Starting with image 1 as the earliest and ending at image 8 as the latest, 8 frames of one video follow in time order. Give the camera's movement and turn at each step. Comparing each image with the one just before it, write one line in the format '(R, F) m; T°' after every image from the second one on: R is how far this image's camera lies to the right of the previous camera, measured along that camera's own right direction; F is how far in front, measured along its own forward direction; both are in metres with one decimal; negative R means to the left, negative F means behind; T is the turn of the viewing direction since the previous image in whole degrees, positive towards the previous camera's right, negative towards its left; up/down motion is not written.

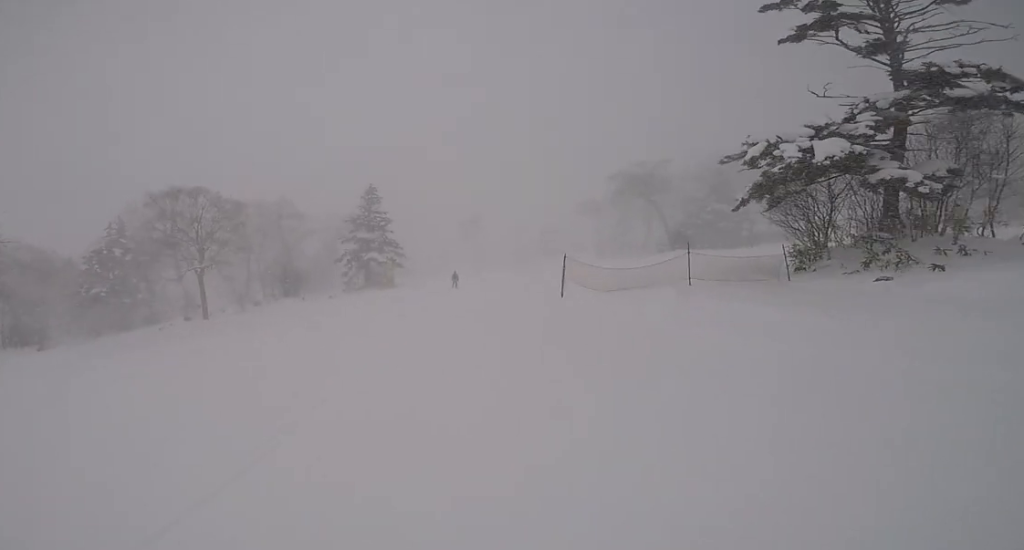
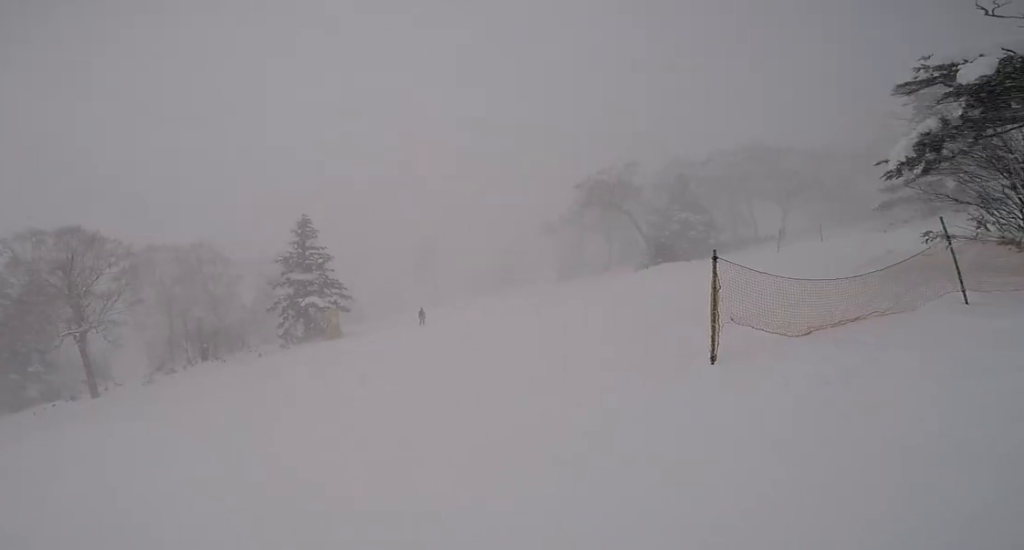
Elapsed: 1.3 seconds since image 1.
(-0.6, +8.0) m; 0°
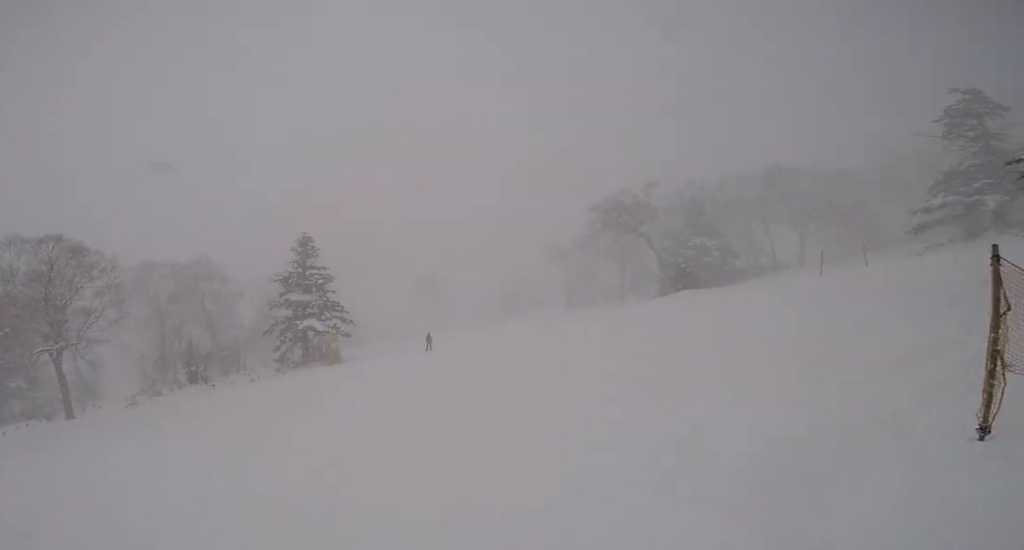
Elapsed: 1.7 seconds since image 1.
(+0.2, +2.6) m; +3°
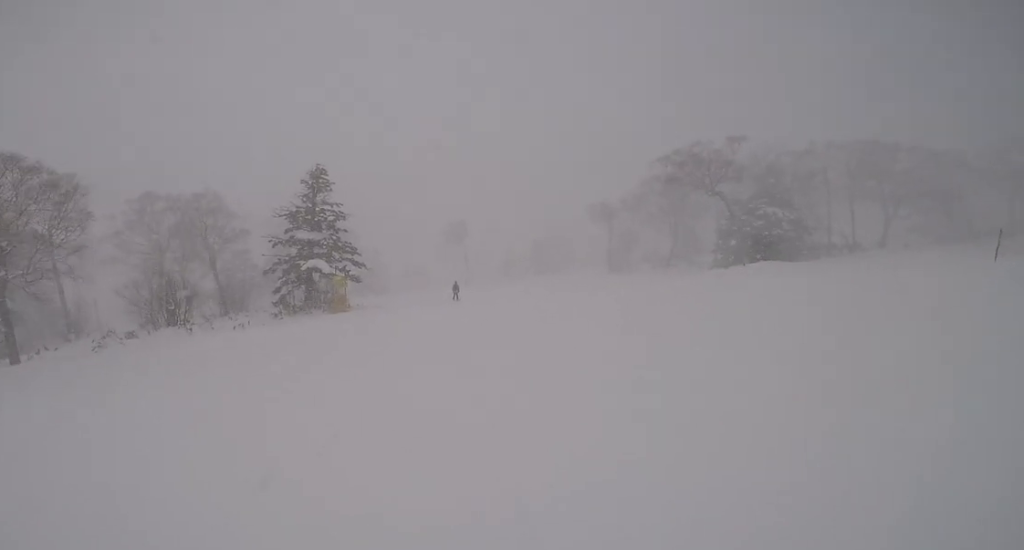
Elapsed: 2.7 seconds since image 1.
(+0.8, +6.4) m; +7°
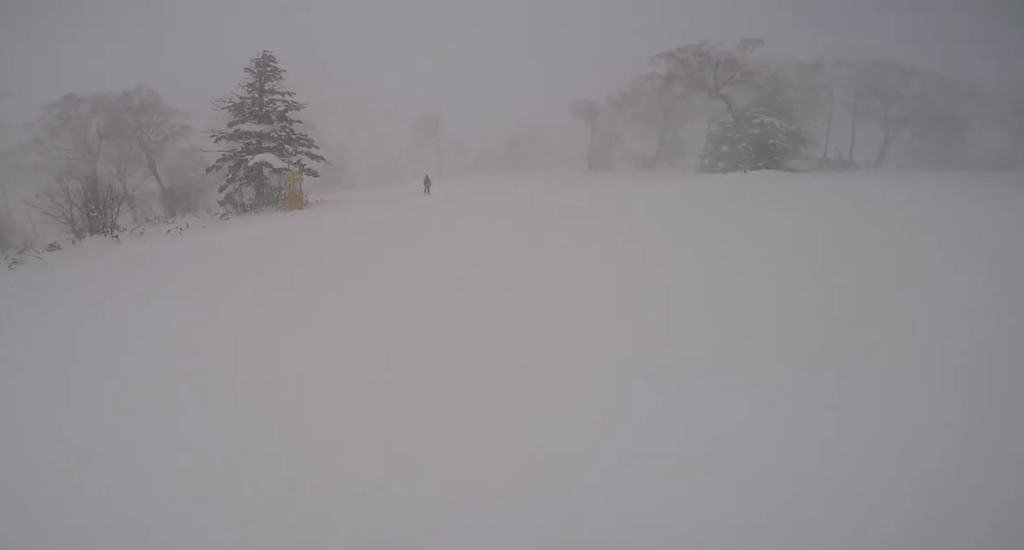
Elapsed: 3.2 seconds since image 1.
(0.0, +3.2) m; 0°
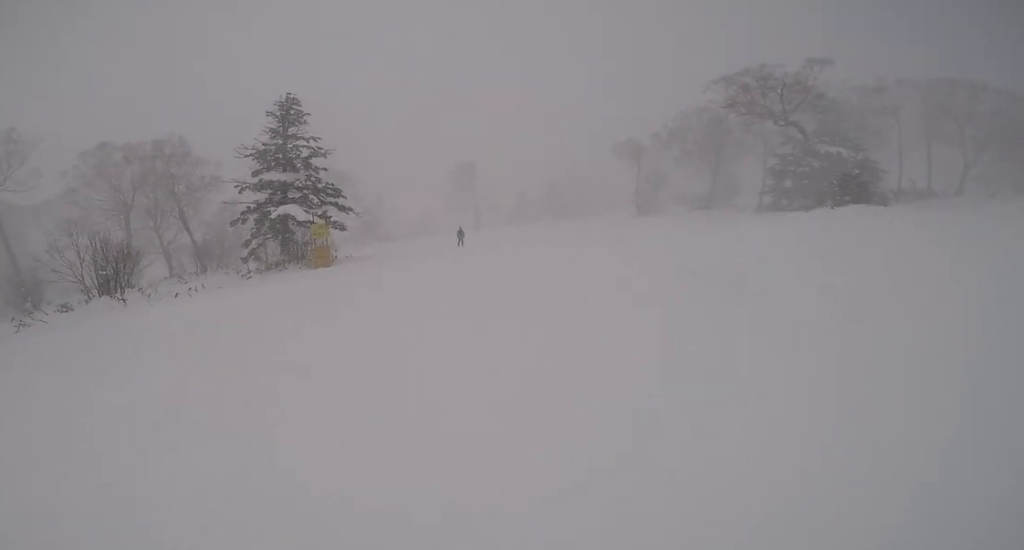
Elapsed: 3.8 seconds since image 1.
(0.0, +3.9) m; -4°
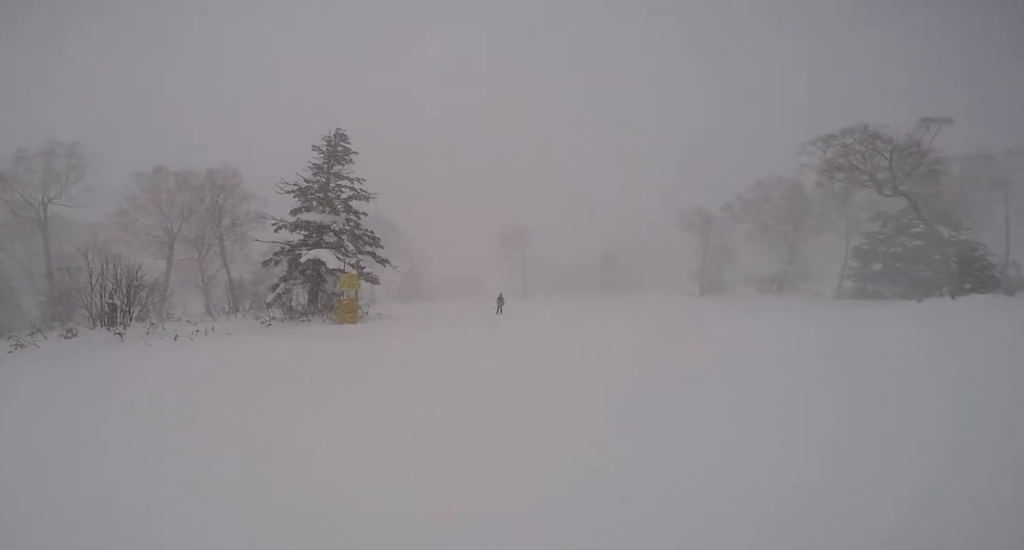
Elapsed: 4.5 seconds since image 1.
(+0.1, +3.8) m; -5°
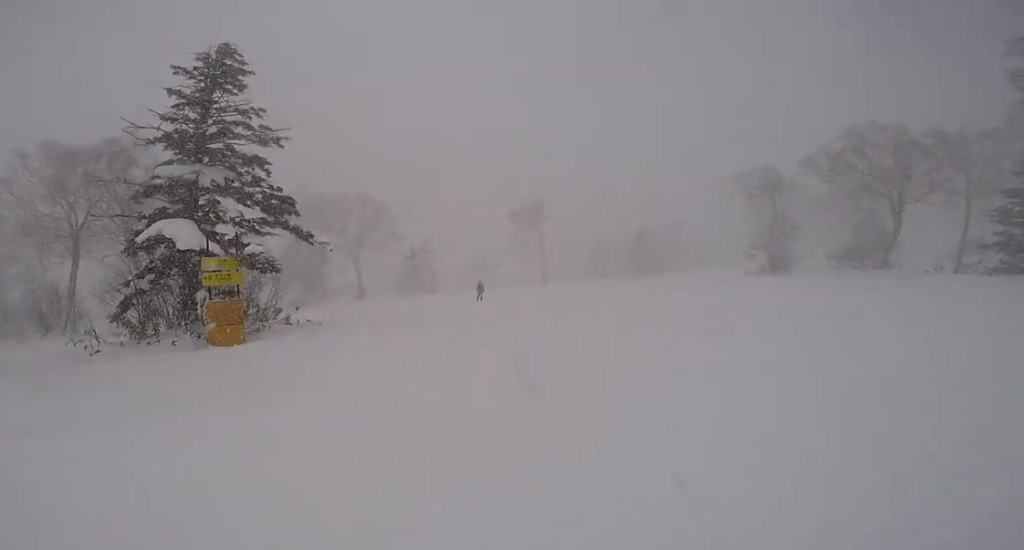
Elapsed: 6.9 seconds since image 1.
(0.0, +12.5) m; +2°
